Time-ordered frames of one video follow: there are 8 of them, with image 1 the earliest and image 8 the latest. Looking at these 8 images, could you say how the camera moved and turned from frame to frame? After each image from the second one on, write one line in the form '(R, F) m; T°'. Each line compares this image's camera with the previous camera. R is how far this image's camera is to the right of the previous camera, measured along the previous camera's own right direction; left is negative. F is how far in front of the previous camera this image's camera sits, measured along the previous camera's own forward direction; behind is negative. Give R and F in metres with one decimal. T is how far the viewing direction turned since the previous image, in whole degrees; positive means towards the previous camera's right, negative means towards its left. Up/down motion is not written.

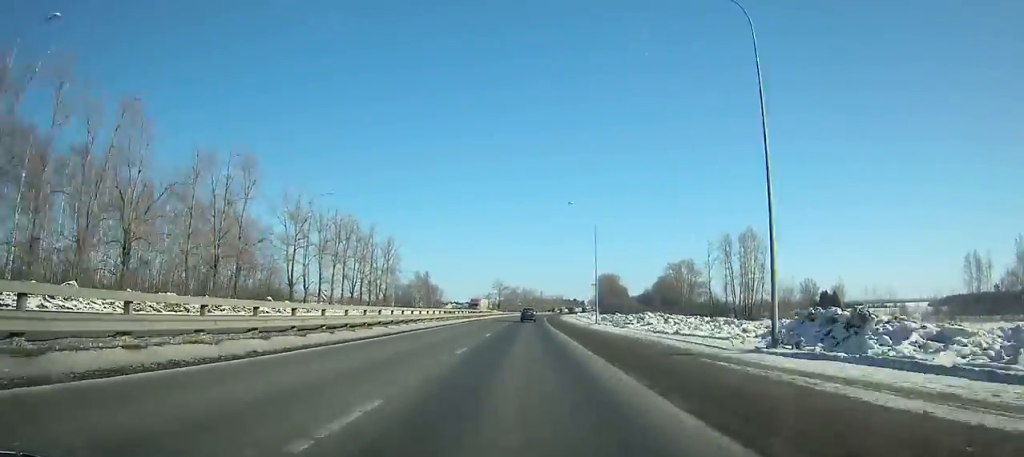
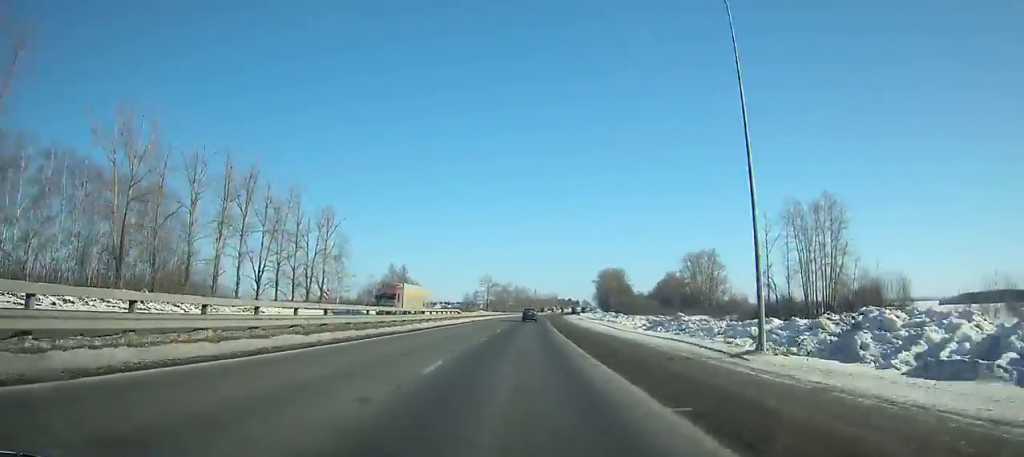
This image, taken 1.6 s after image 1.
(+0.1, +41.9) m; +1°
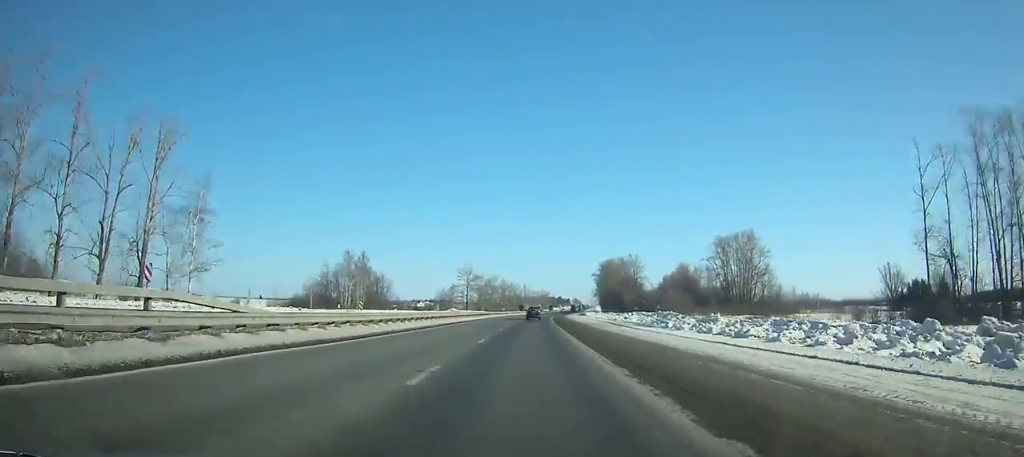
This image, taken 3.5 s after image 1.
(+0.2, +50.3) m; +1°
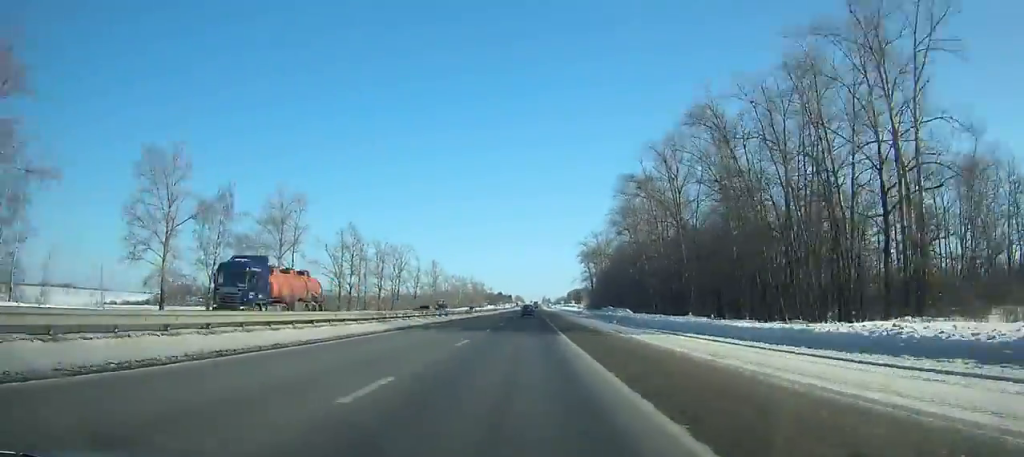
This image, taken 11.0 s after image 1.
(+9.0, +203.9) m; +5°
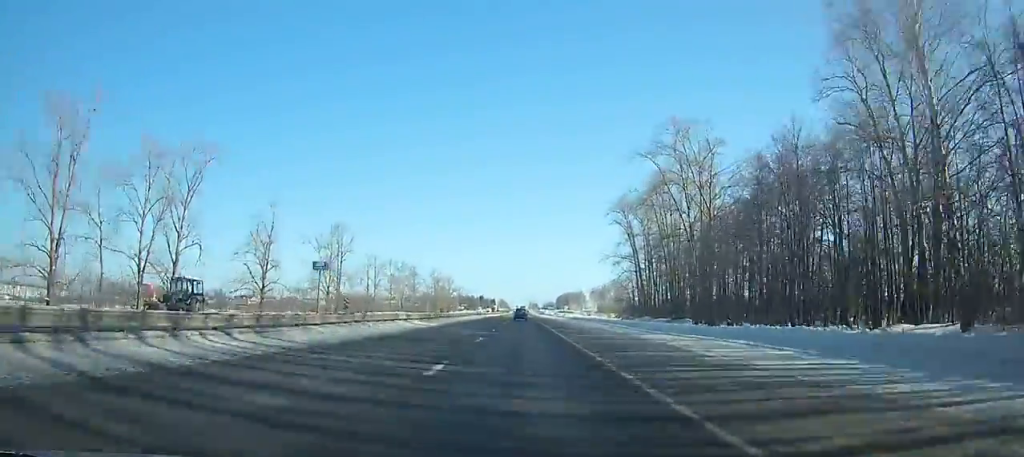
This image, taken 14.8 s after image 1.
(+1.6, +104.1) m; +1°
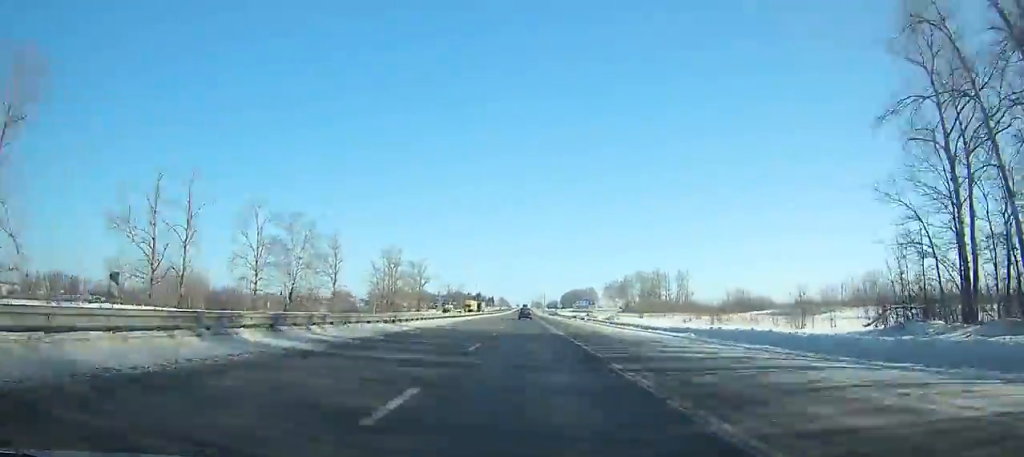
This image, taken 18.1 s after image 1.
(+0.5, +89.3) m; 0°
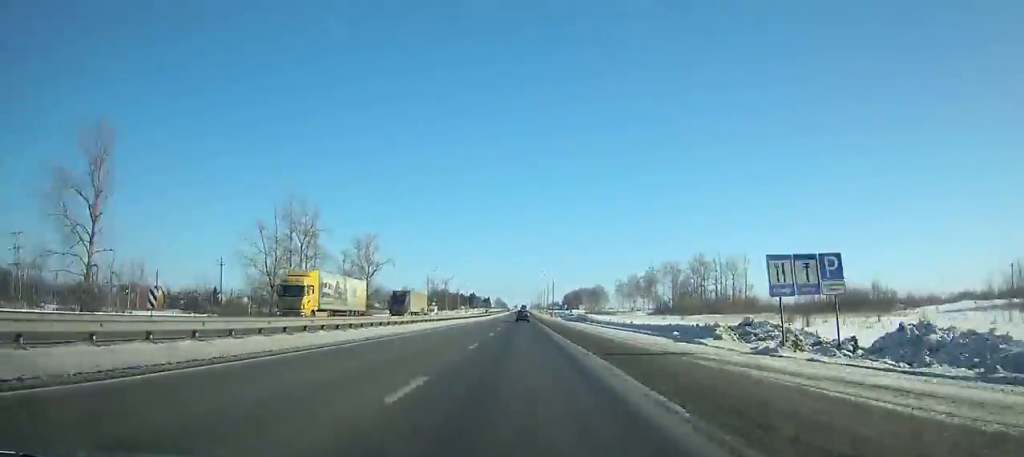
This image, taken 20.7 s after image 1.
(+0.1, +68.8) m; 0°
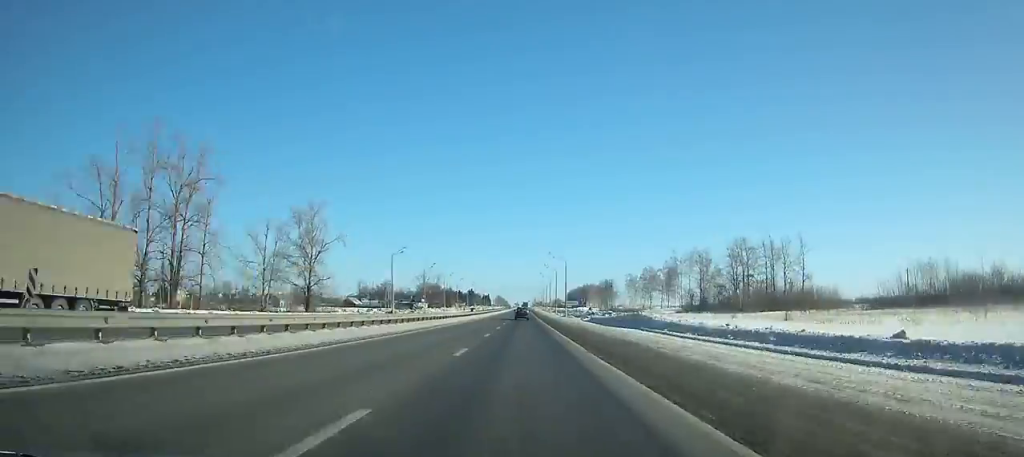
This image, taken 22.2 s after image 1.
(0.0, +38.9) m; 0°
